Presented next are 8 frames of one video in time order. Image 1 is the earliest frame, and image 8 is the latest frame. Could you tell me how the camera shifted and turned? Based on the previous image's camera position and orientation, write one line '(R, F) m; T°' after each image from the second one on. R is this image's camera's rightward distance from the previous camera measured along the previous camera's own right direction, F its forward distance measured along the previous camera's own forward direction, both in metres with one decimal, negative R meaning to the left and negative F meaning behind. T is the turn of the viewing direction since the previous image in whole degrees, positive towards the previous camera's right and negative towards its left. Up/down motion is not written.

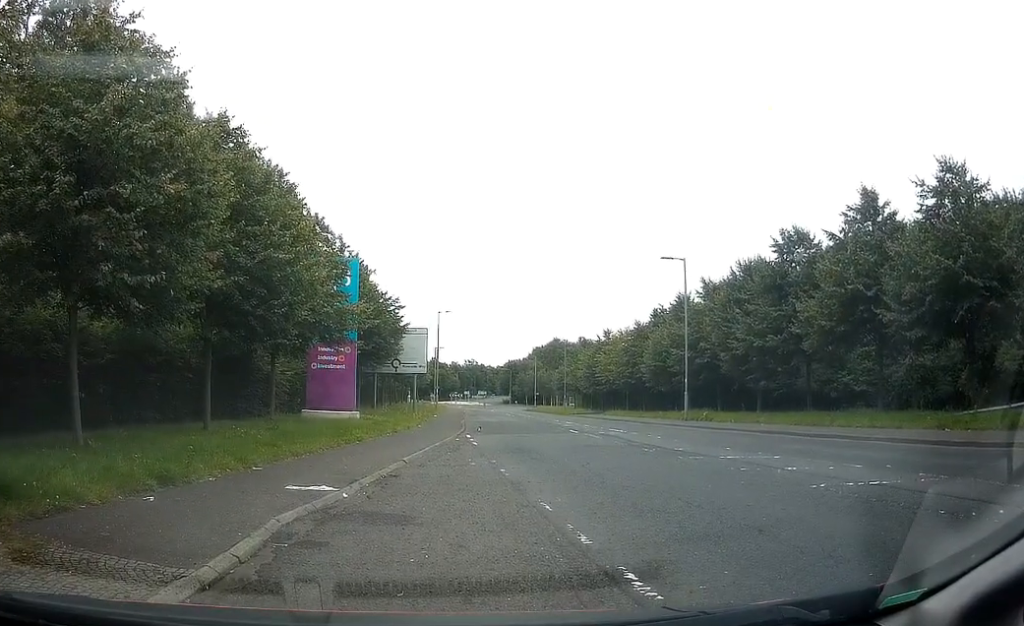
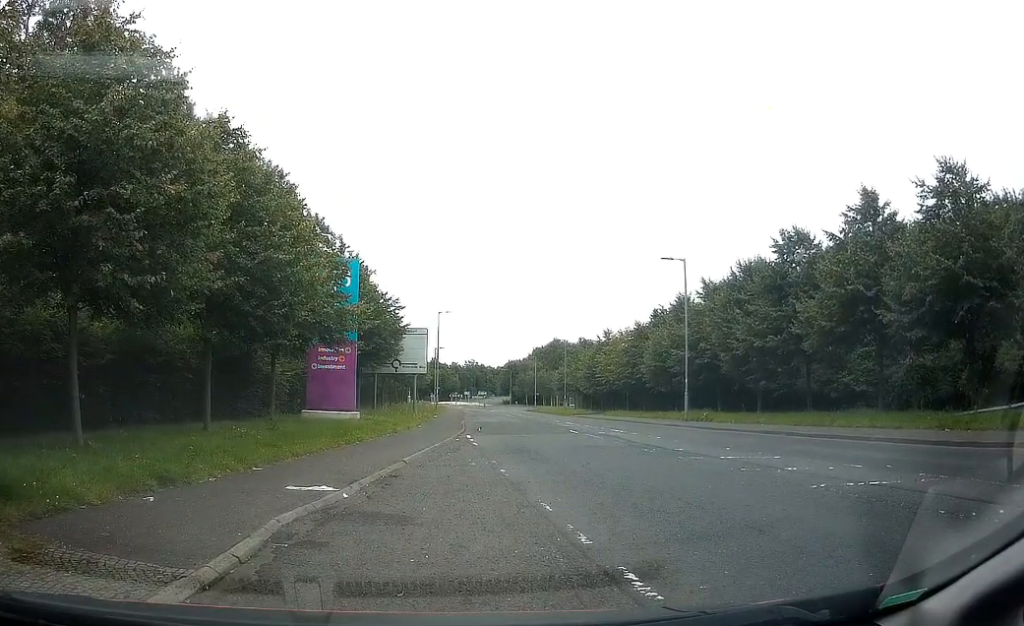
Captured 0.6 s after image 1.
(0.0, 0.0) m; 0°
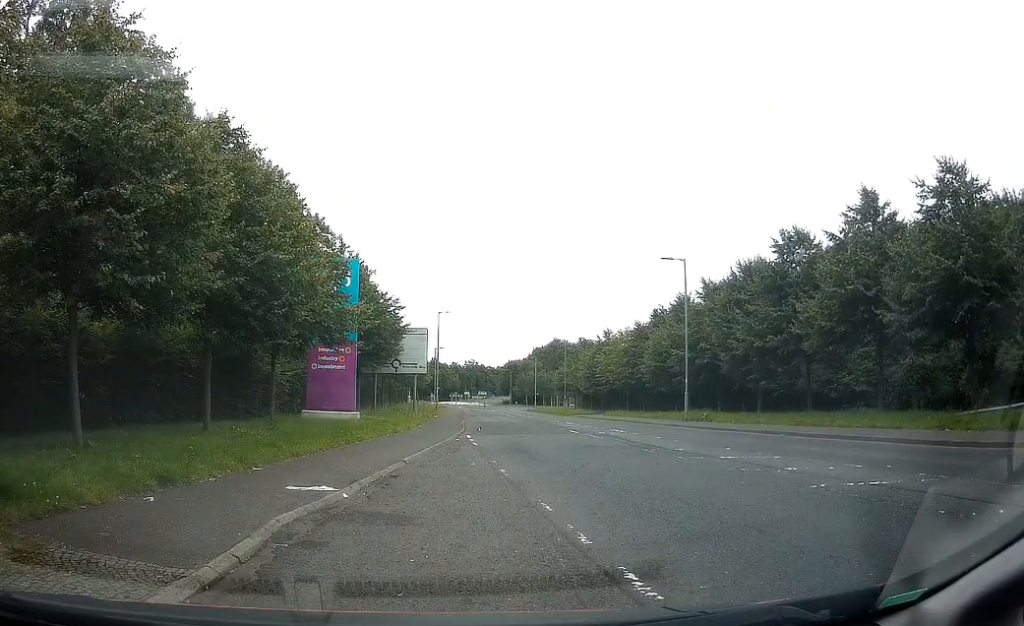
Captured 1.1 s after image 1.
(0.0, 0.0) m; 0°
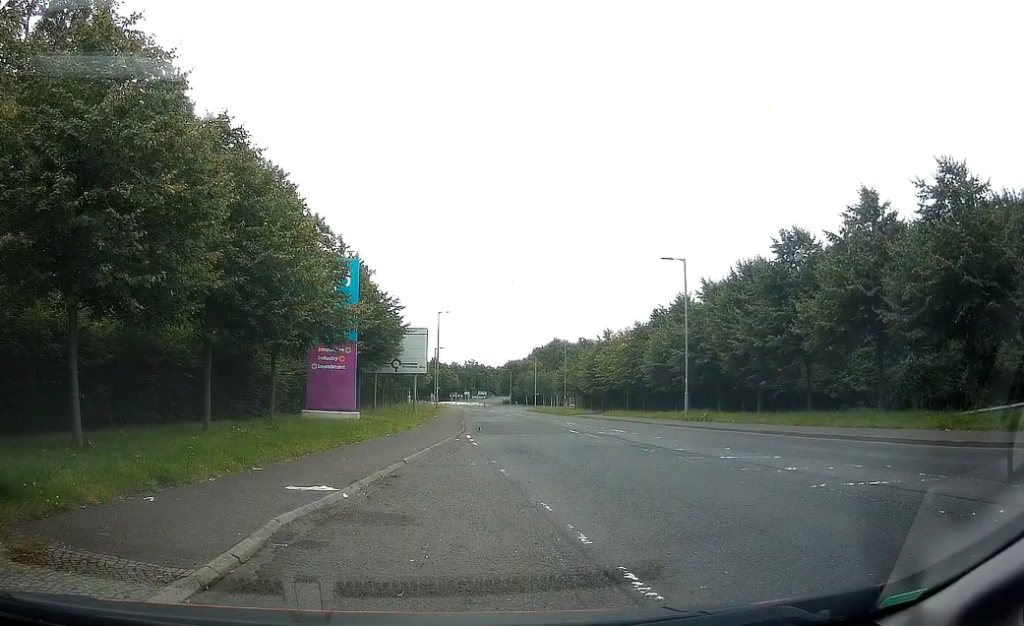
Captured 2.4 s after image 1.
(0.0, 0.0) m; 0°
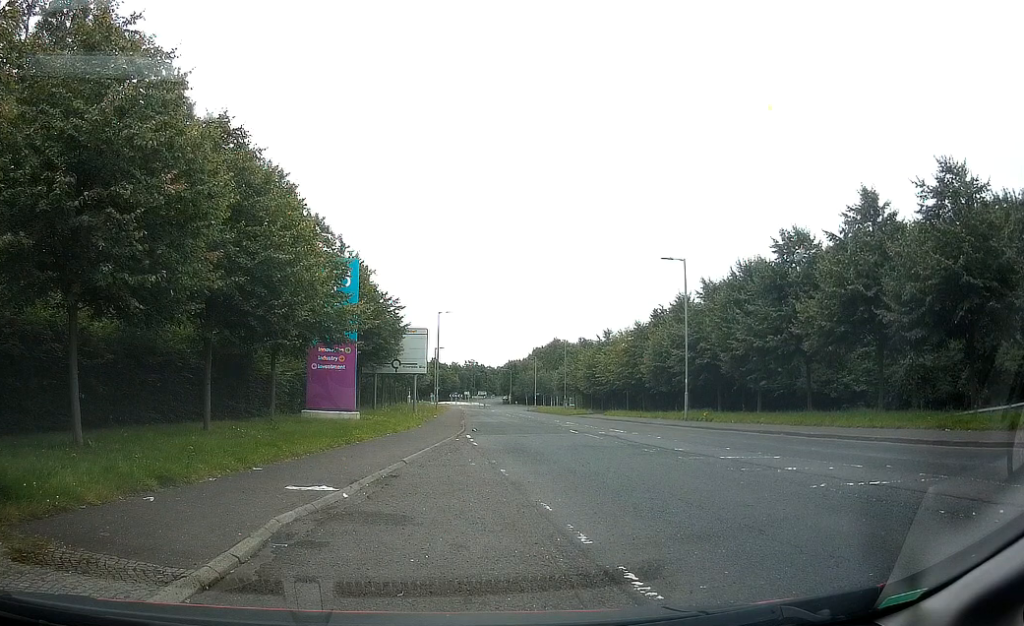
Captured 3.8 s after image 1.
(0.0, 0.0) m; 0°
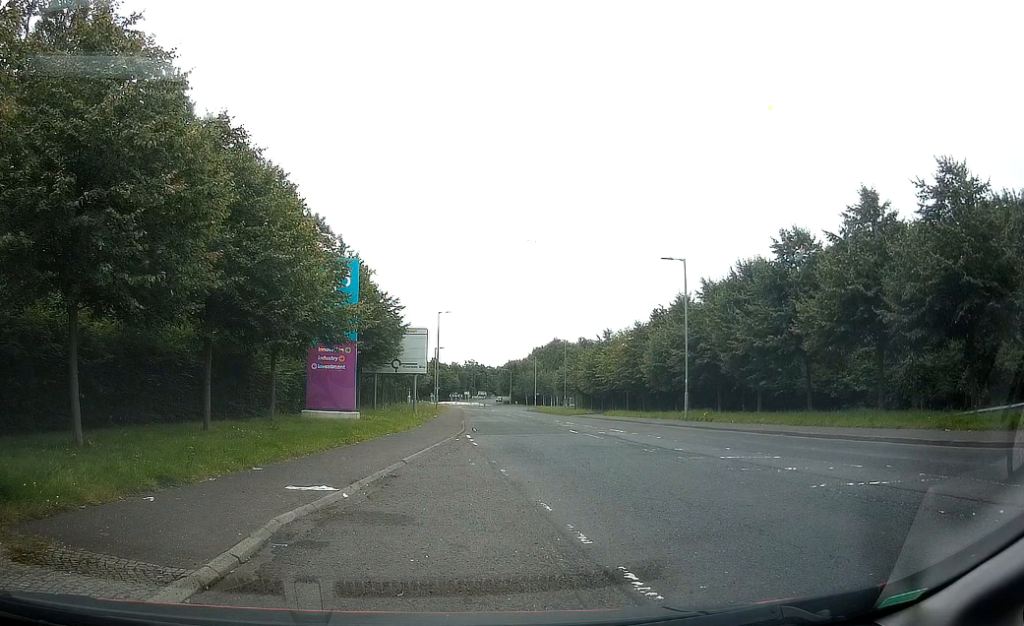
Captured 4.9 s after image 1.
(0.0, 0.0) m; 0°
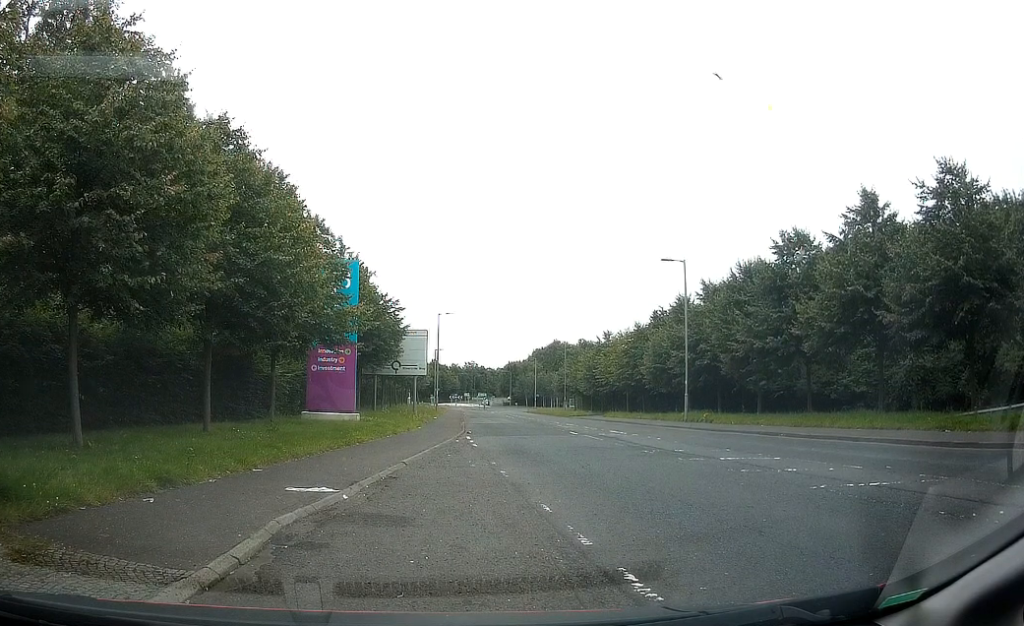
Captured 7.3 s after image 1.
(0.0, 0.0) m; 0°
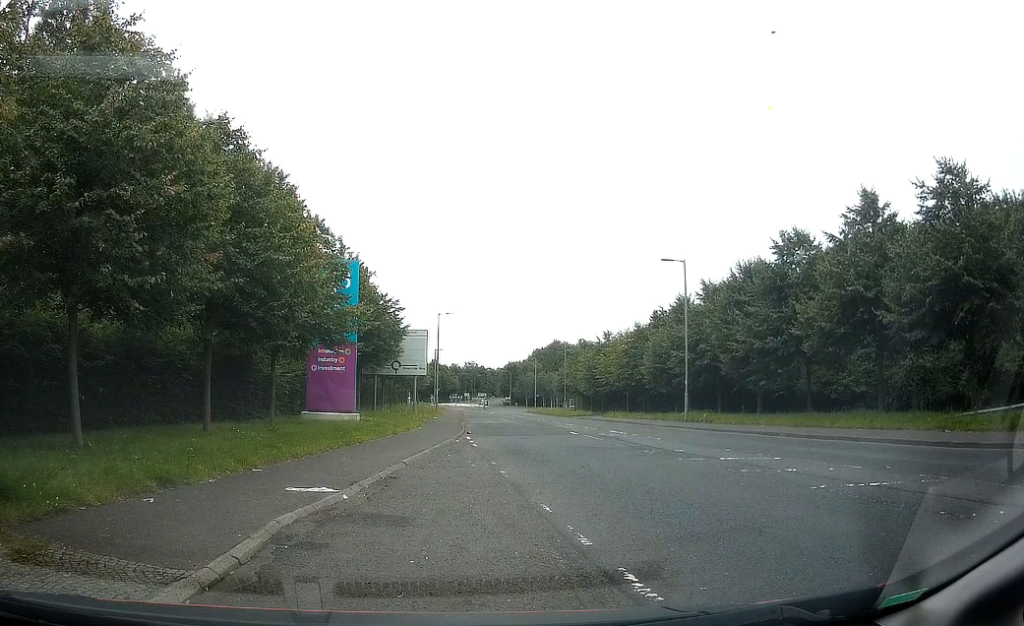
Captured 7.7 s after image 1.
(0.0, 0.0) m; 0°
